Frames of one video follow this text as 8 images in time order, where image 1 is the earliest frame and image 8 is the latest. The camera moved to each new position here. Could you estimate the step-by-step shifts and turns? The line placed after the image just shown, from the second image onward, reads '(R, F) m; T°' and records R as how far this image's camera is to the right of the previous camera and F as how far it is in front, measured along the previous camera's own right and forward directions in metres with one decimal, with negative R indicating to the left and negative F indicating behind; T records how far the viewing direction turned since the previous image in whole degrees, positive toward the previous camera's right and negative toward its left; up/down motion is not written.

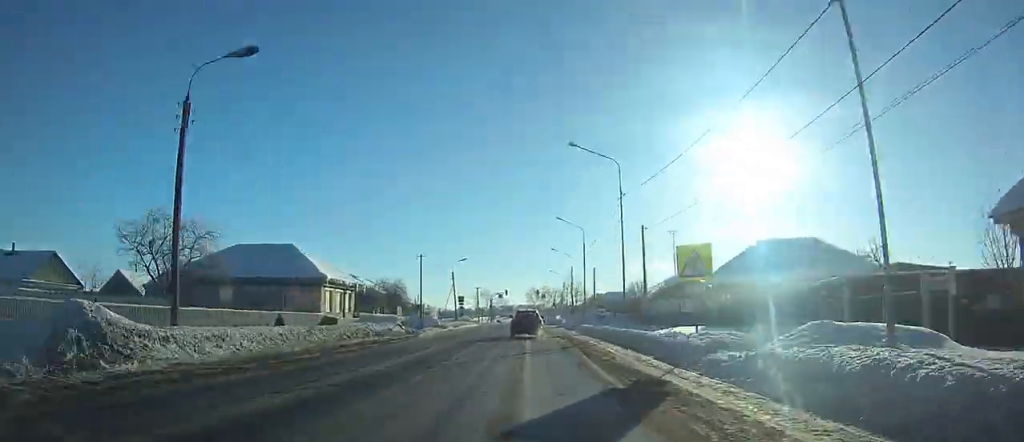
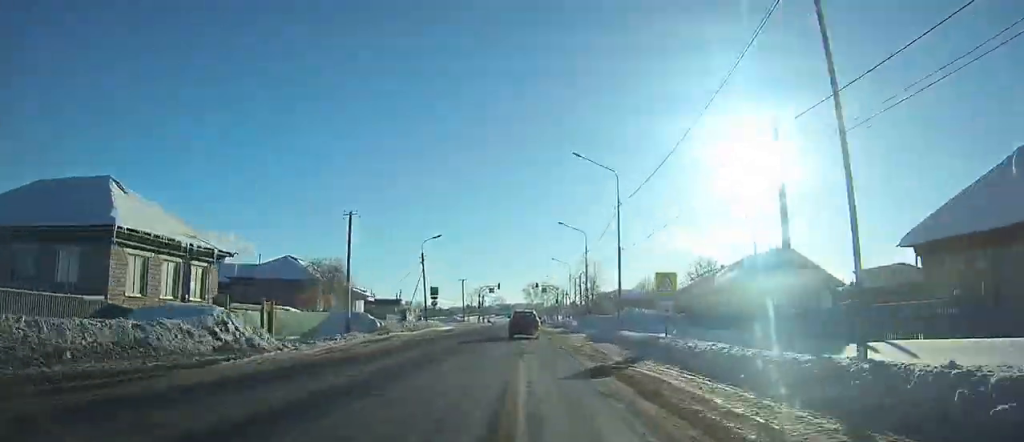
(+0.2, +23.0) m; 0°
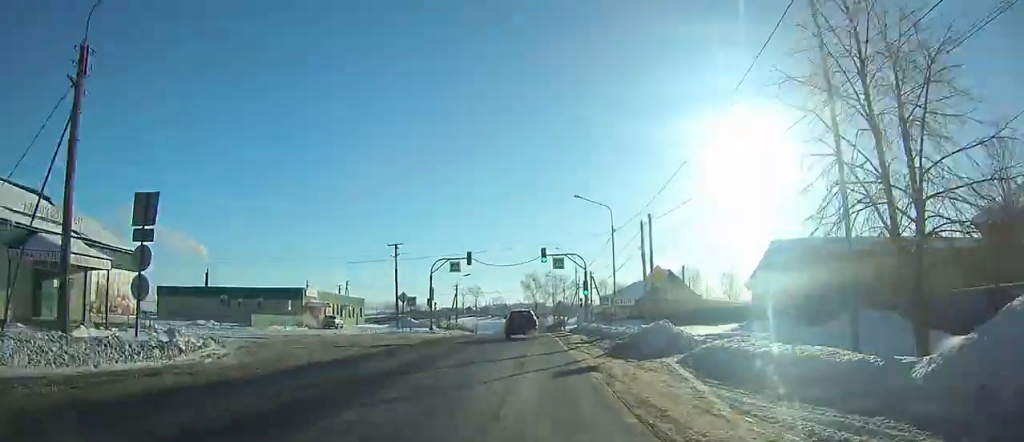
(+0.4, +48.1) m; +1°
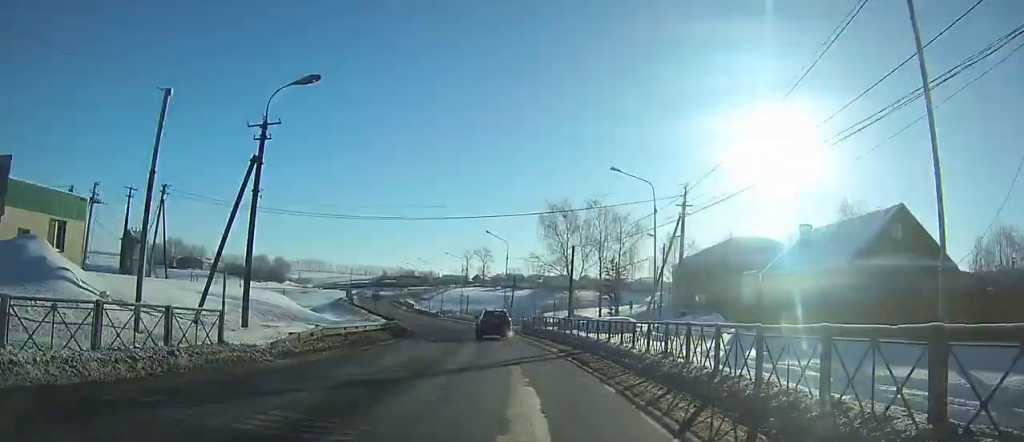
(-1.0, +65.2) m; -7°
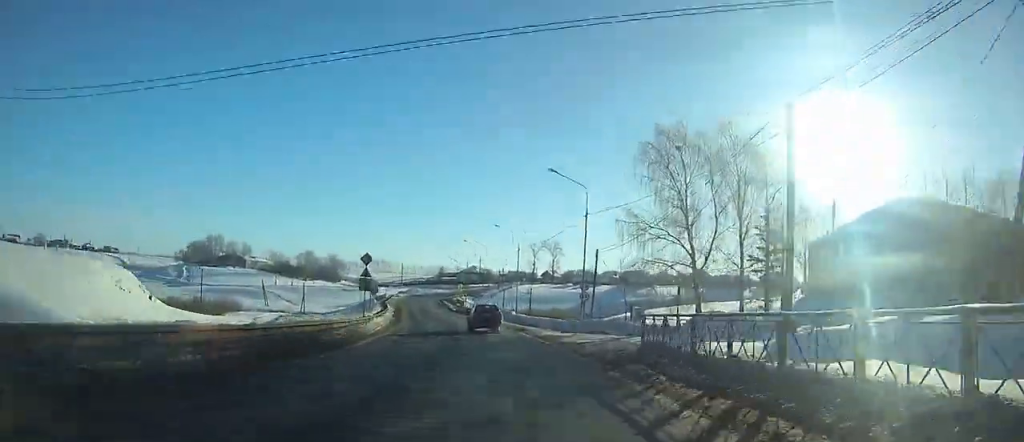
(-2.8, +30.0) m; -5°
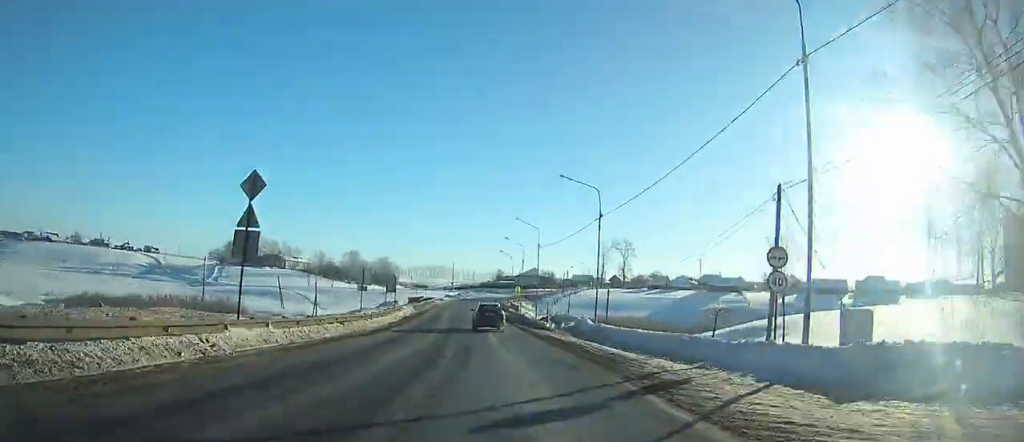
(-0.3, +26.6) m; -3°
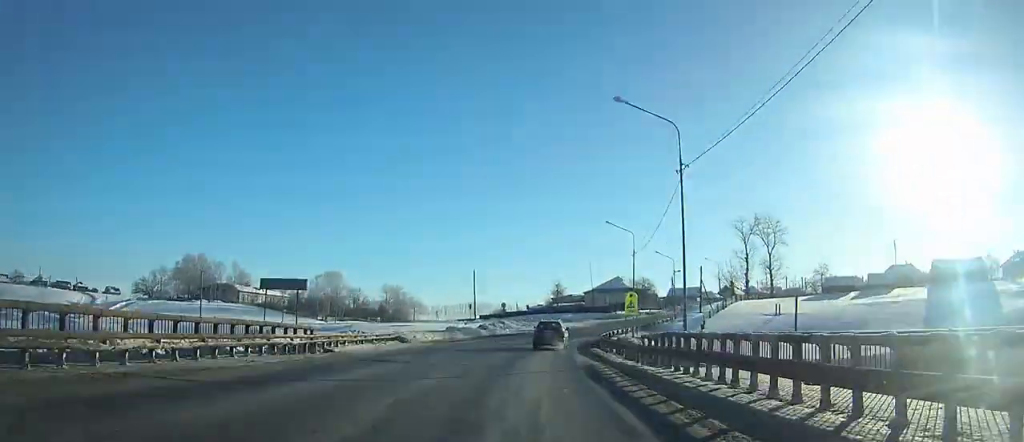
(-5.8, +88.5) m; -2°
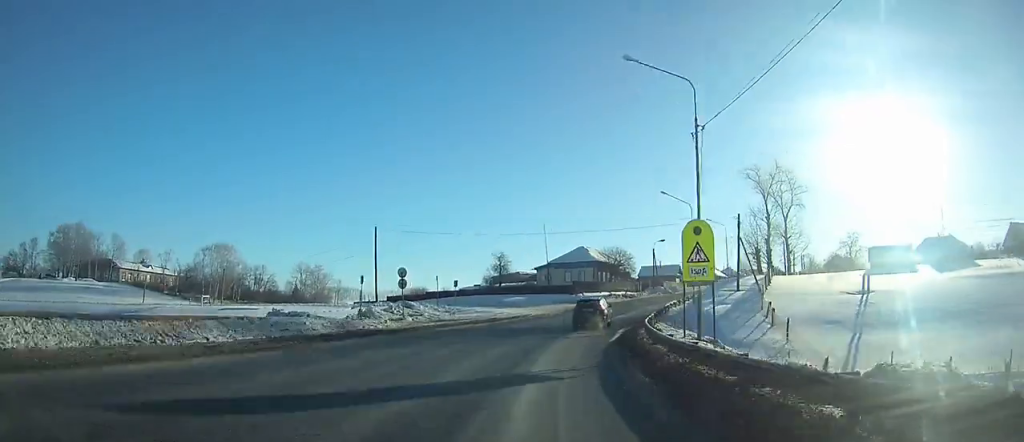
(+1.0, +33.3) m; +7°
